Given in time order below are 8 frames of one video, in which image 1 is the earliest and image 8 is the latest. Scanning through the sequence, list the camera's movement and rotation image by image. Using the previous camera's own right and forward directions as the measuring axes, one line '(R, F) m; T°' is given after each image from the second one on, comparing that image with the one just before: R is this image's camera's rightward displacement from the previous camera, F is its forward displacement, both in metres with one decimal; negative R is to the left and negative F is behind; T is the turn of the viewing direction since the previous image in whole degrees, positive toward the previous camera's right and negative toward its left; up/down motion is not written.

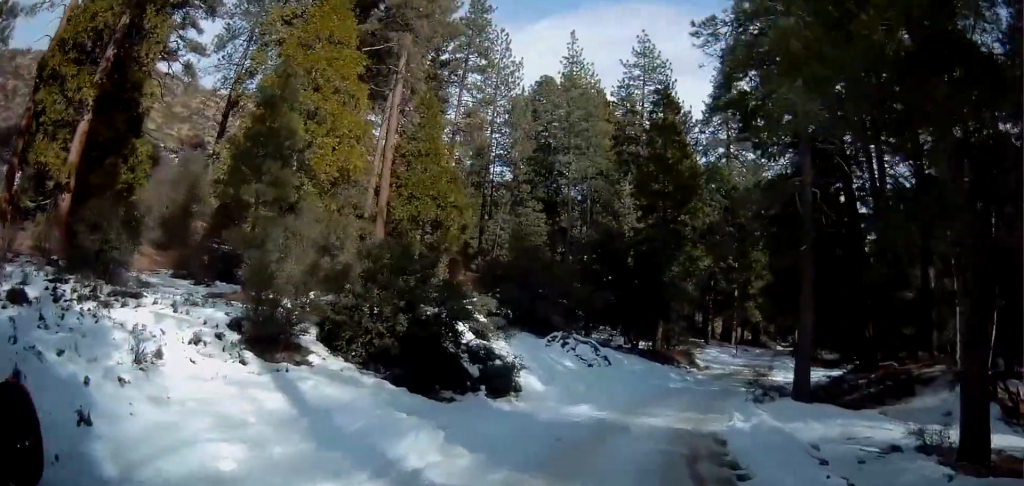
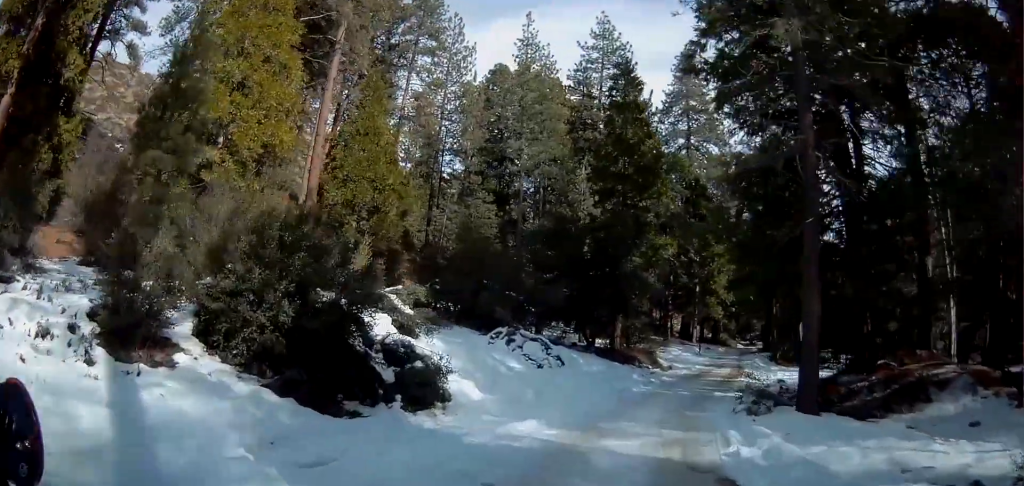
(+0.1, +3.9) m; +4°
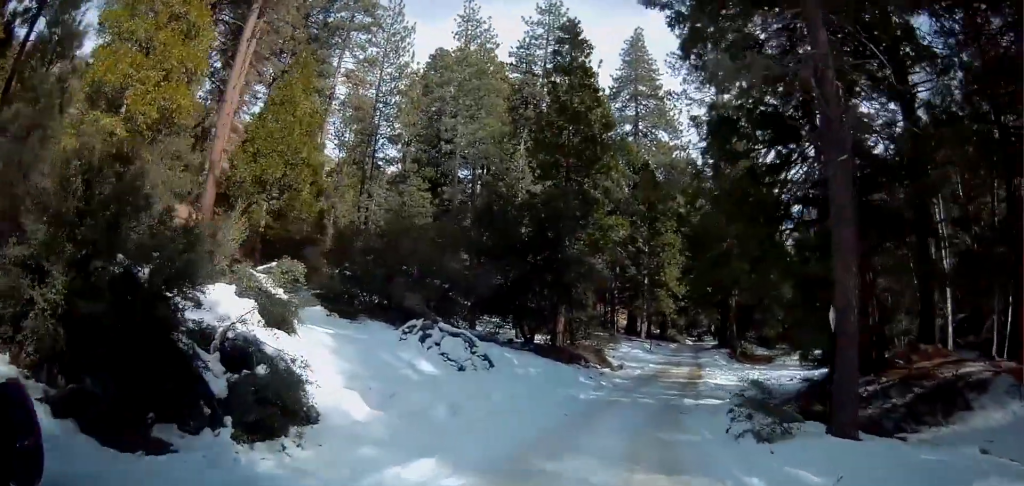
(0.0, +4.8) m; +5°
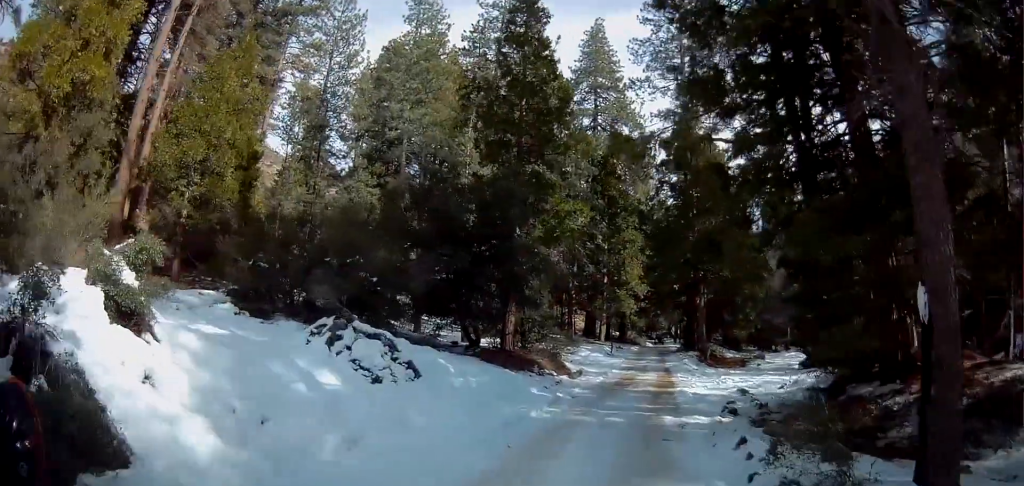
(+0.3, +4.1) m; +4°
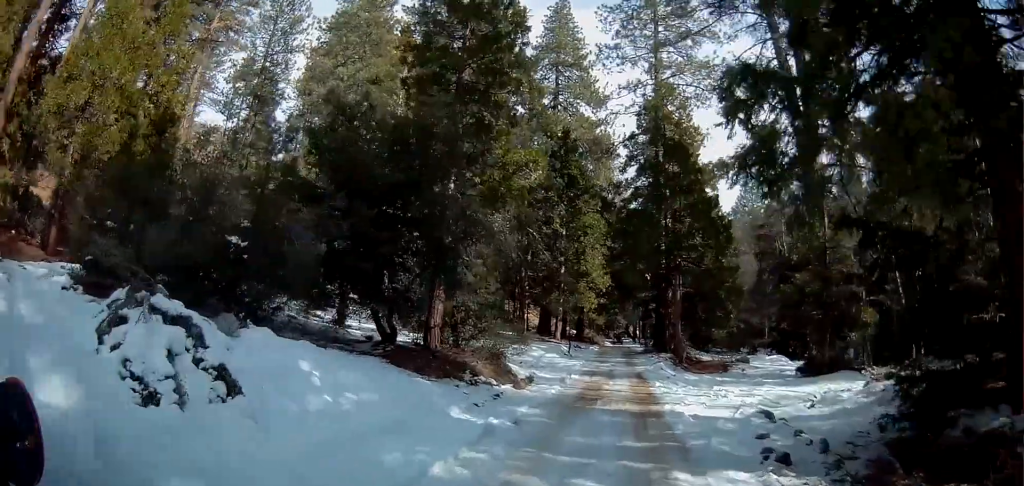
(+0.4, +6.9) m; +5°
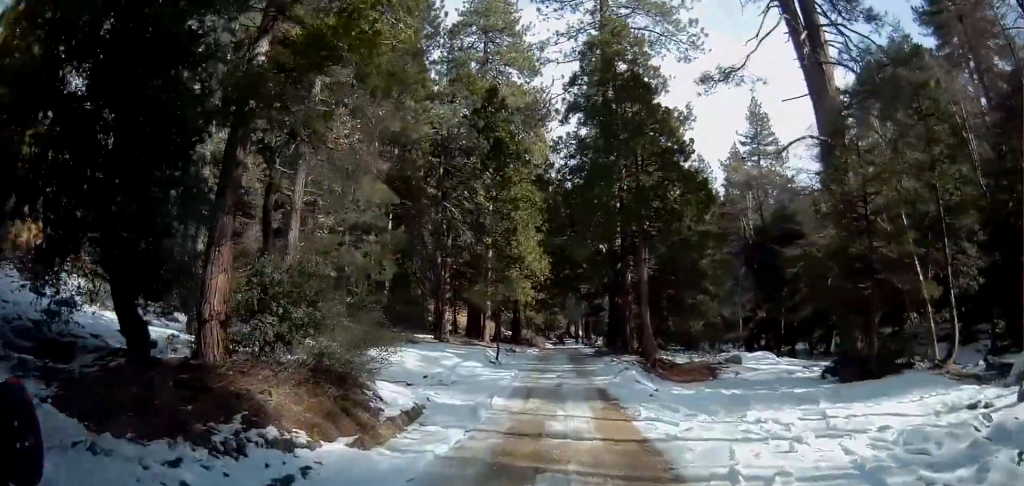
(+0.4, +9.5) m; +2°
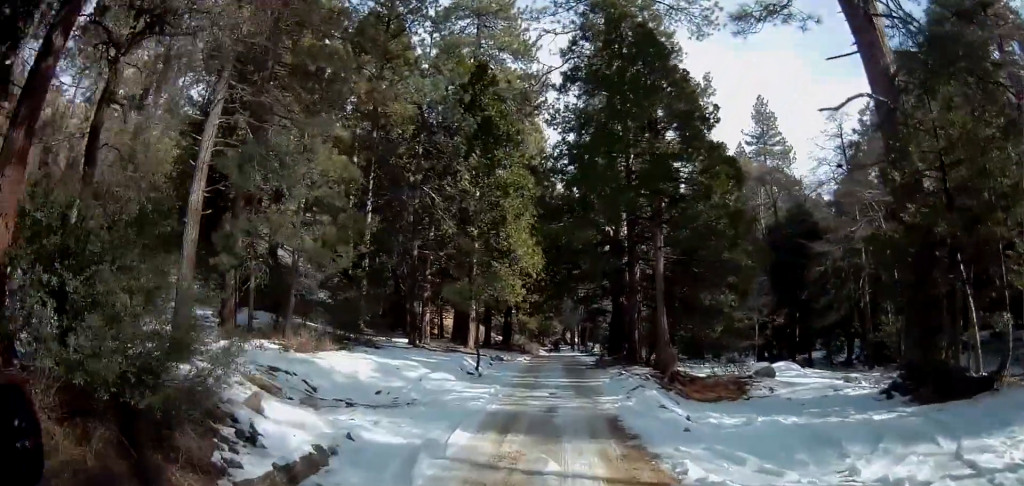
(-0.1, +4.9) m; 0°
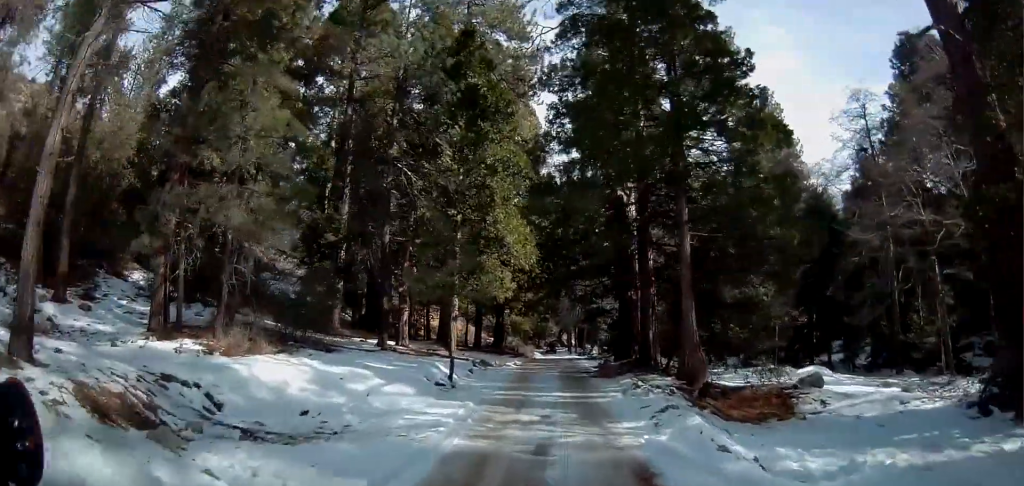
(+0.2, +4.8) m; 0°
